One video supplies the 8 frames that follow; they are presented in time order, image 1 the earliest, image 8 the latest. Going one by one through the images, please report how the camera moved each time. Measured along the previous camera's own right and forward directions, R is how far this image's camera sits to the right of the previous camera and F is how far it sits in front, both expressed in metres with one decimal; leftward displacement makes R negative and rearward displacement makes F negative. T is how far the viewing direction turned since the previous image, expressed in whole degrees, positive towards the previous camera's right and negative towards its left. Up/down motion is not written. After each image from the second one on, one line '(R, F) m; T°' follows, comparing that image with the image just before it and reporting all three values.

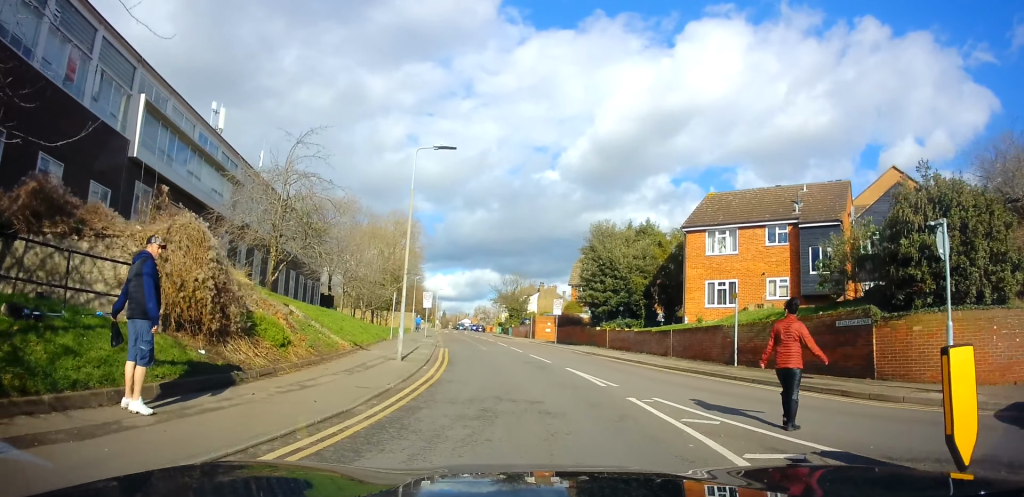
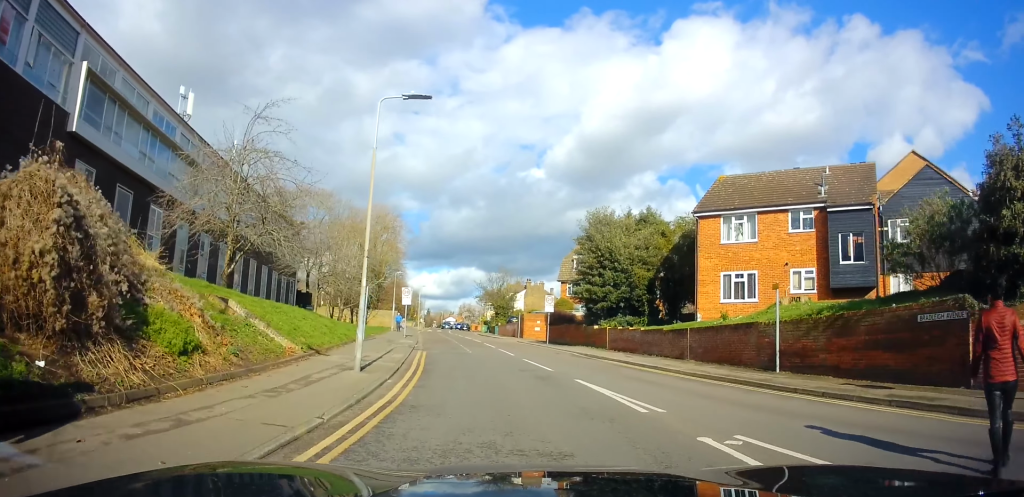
(+0.2, +3.3) m; -1°
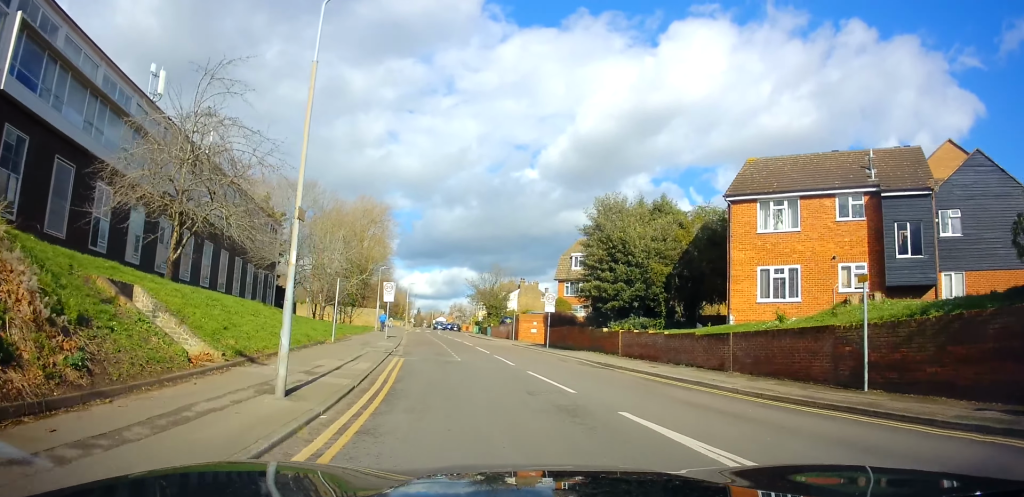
(-0.4, +4.4) m; -1°
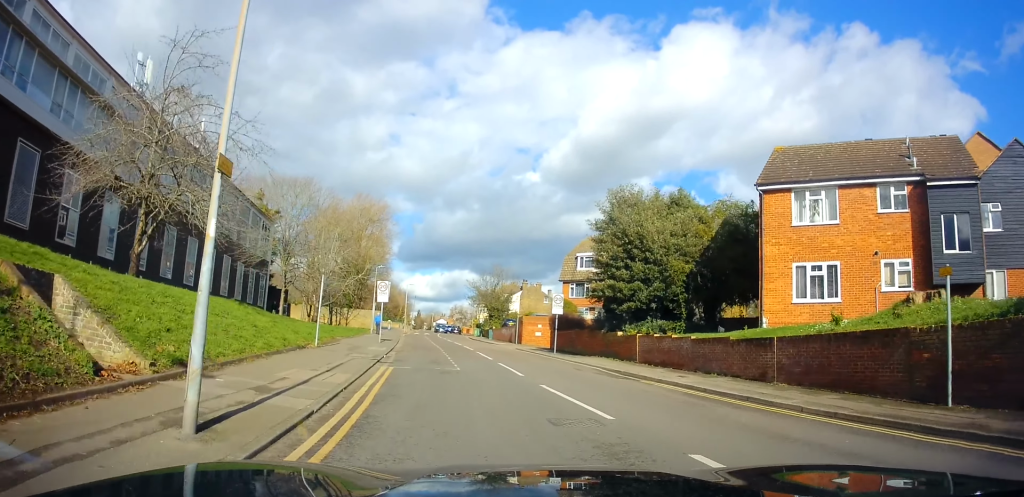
(0.0, +2.5) m; 0°
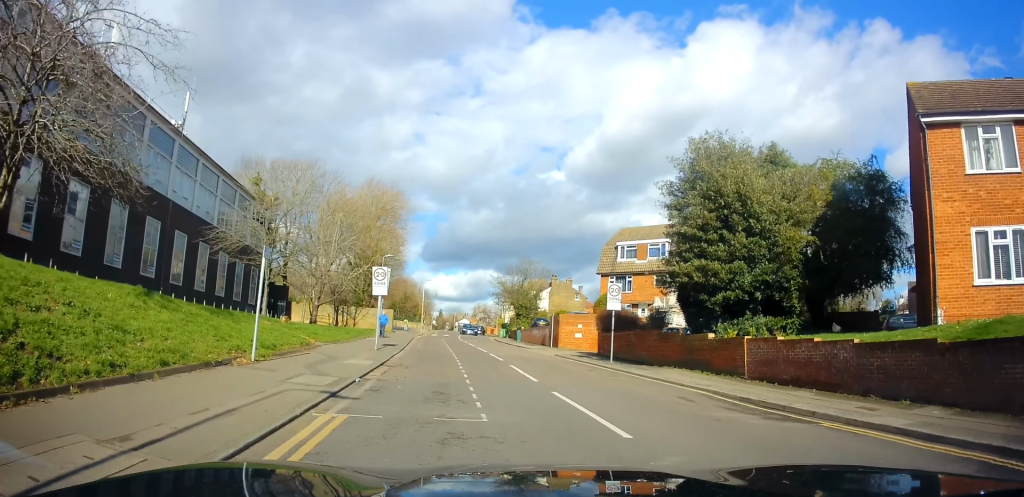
(+0.1, +7.5) m; -2°
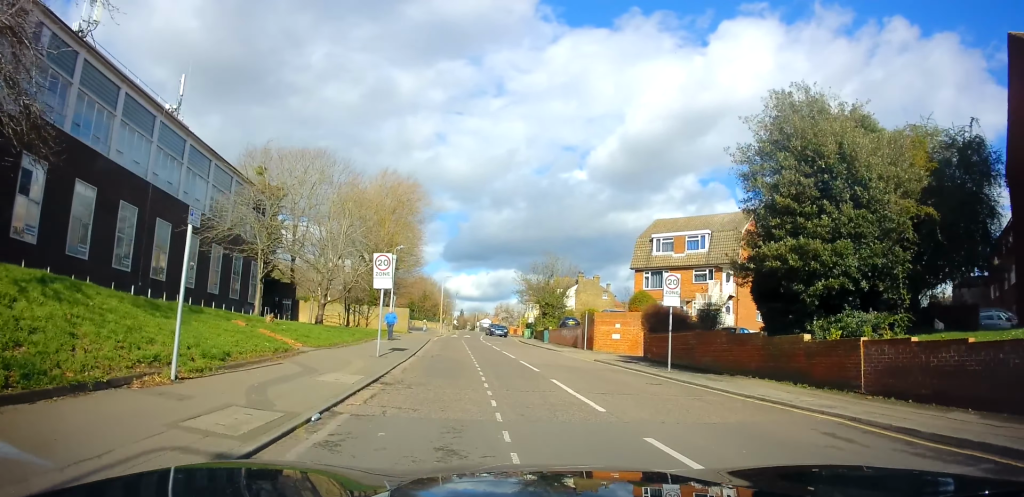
(-0.1, +4.3) m; -2°
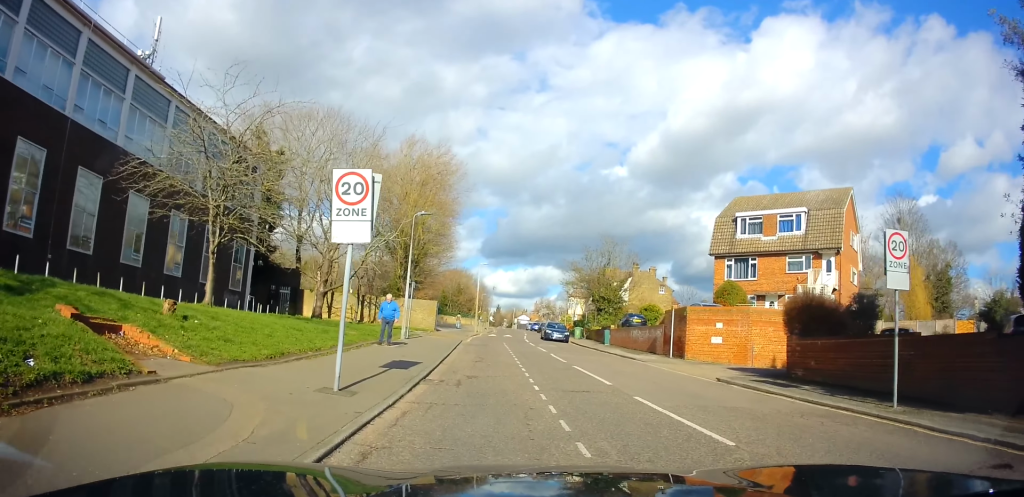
(-0.5, +9.6) m; -3°
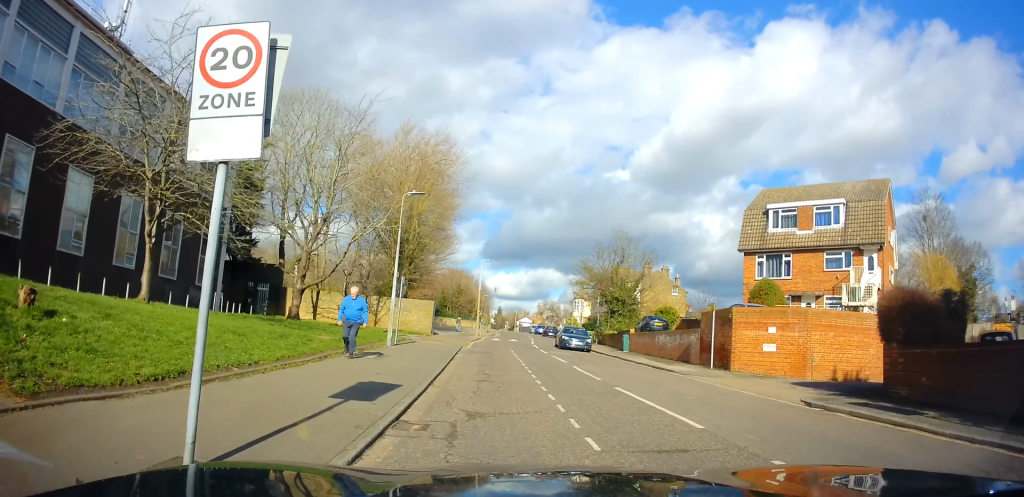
(+0.2, +4.5) m; +1°
